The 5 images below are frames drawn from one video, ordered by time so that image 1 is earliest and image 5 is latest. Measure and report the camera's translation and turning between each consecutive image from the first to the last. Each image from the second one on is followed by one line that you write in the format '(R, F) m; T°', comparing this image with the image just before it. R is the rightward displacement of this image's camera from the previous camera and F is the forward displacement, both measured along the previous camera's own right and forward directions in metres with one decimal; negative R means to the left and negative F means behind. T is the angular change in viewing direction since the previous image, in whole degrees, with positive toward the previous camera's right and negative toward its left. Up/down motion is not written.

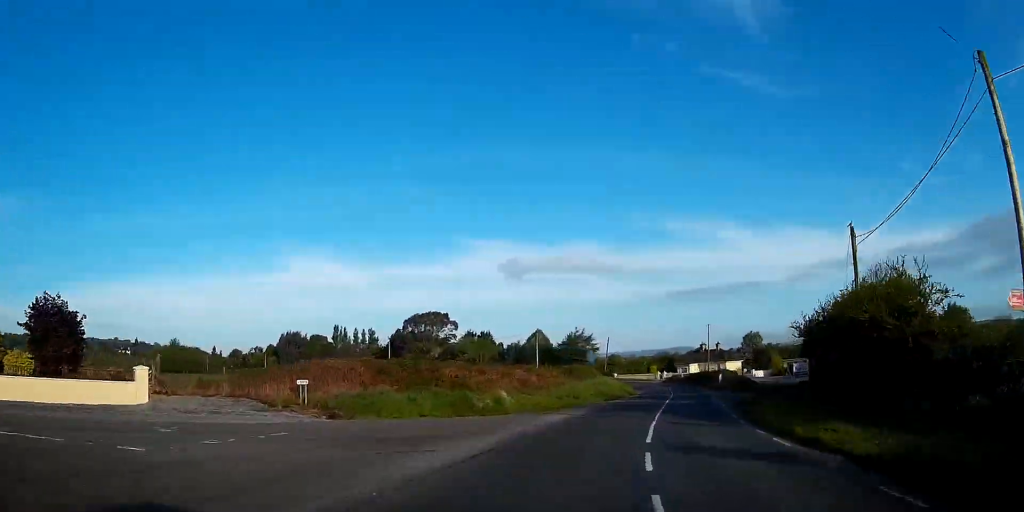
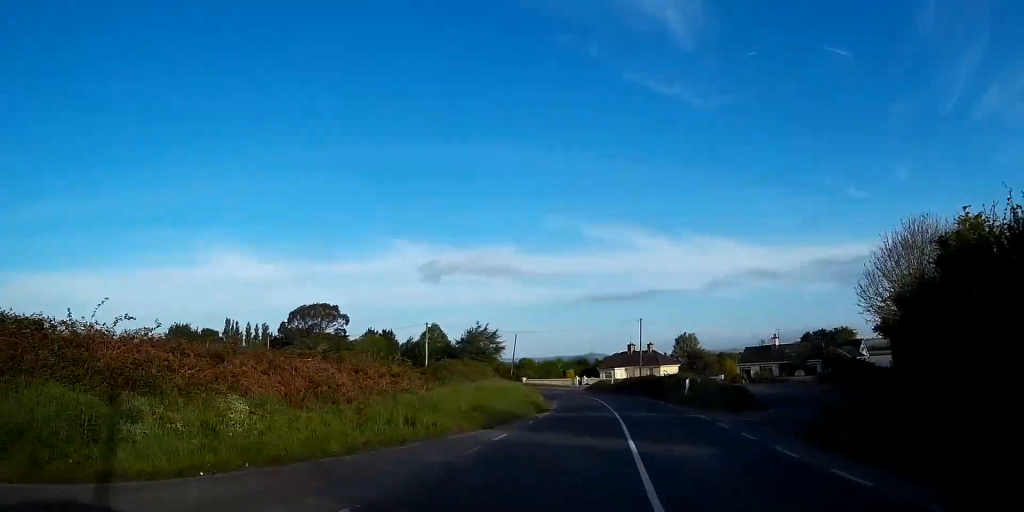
(+1.1, +19.6) m; +3°
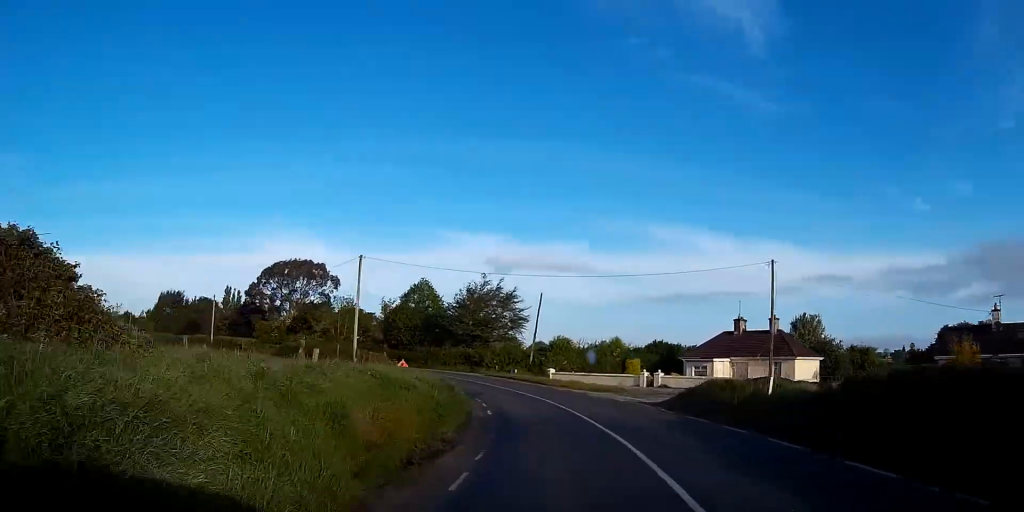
(-1.4, +40.1) m; -9°
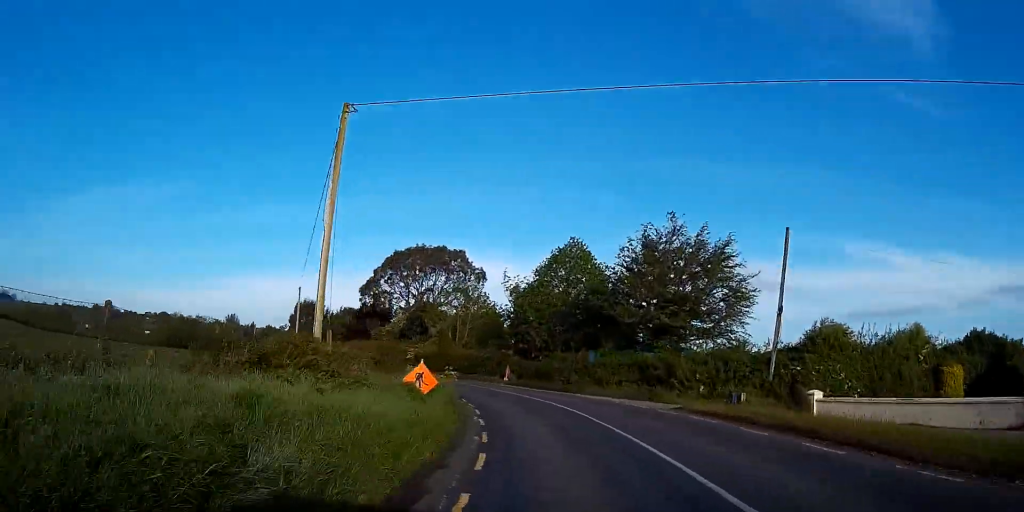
(-4.2, +27.7) m; -19°
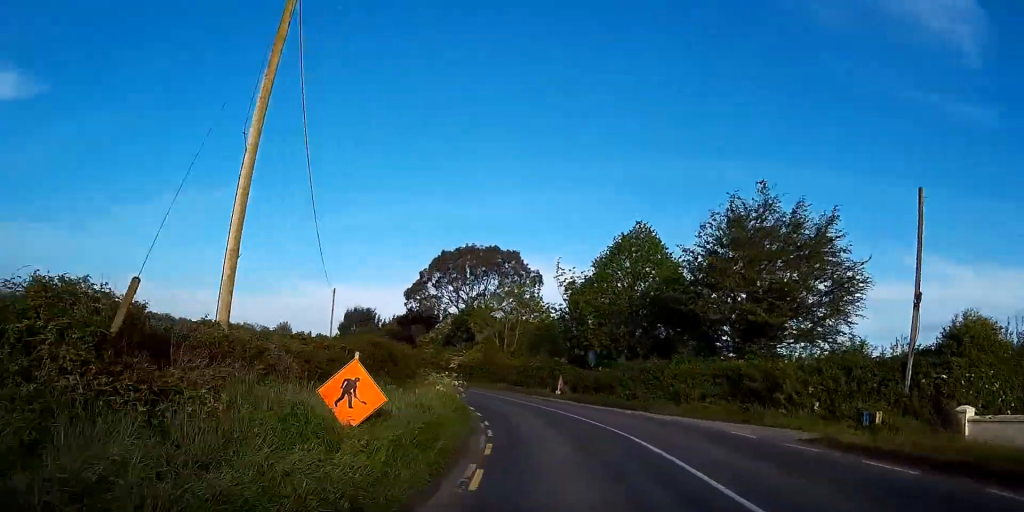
(0.0, +7.2) m; -6°
